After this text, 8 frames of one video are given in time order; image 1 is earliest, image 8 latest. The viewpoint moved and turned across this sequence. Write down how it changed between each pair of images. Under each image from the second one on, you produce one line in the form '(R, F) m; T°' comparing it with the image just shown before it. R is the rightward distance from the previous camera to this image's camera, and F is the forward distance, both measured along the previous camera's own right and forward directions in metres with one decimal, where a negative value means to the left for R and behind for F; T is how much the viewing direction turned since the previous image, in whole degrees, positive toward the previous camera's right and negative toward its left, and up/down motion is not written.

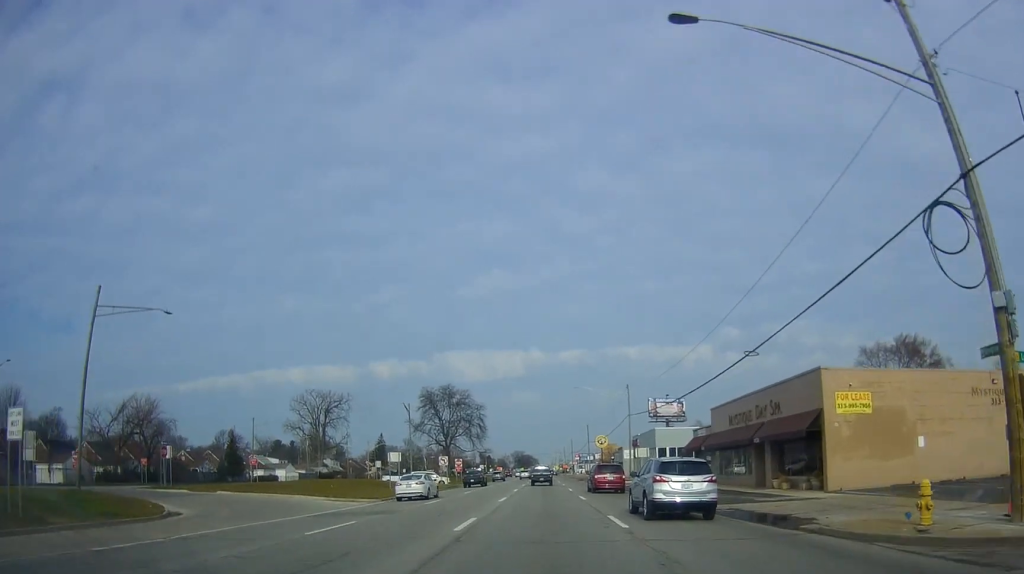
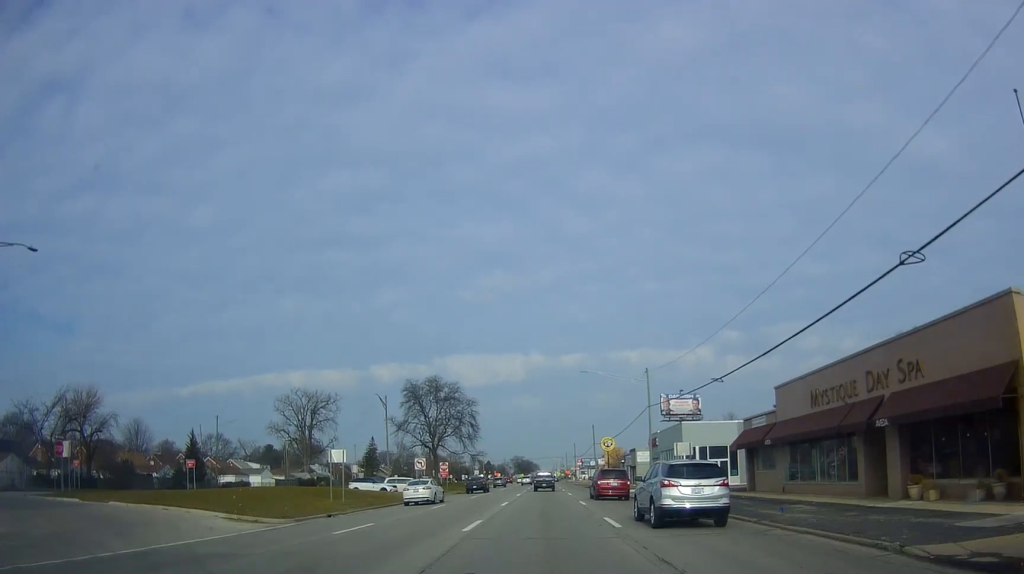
(-0.2, +13.1) m; -2°
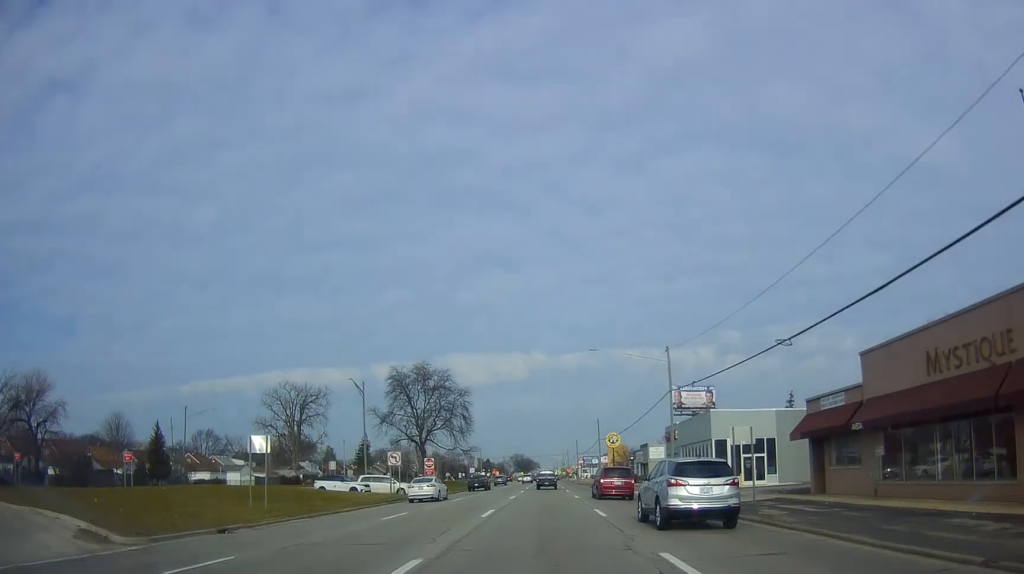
(-0.2, +9.6) m; 0°
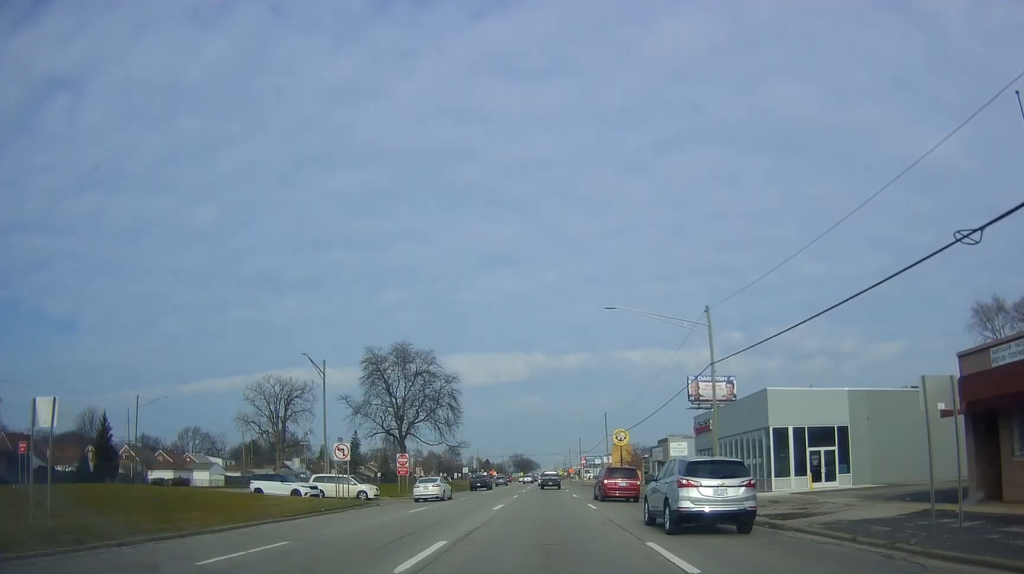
(-0.3, +12.0) m; +1°
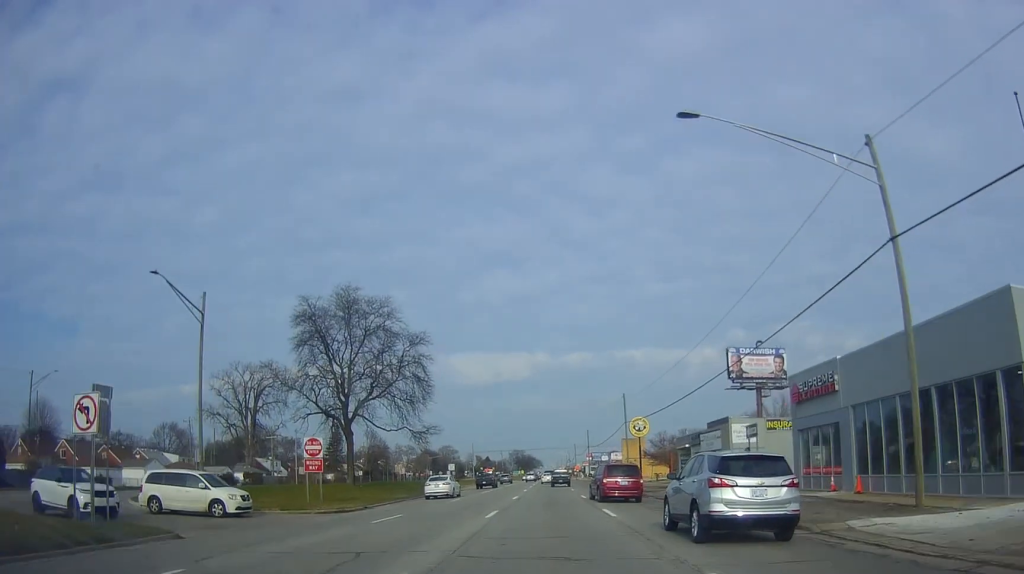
(+0.8, +20.6) m; +1°
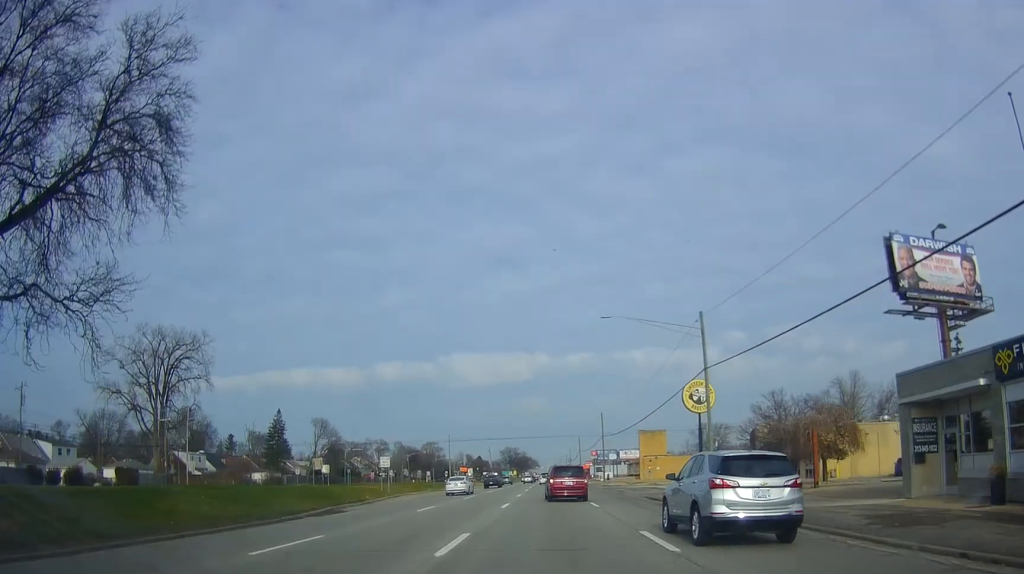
(-0.8, +42.0) m; -2°
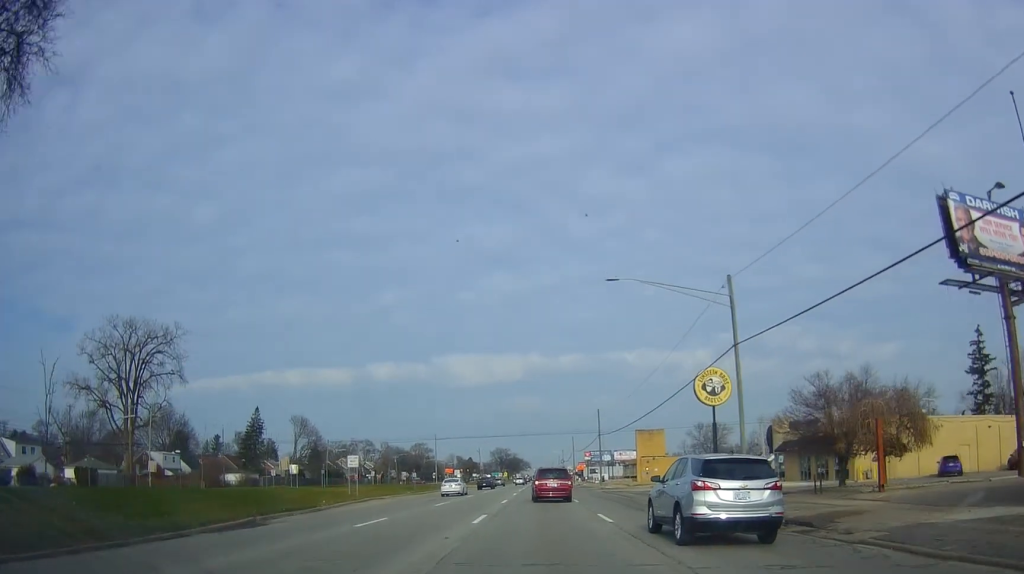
(-0.2, +8.0) m; 0°
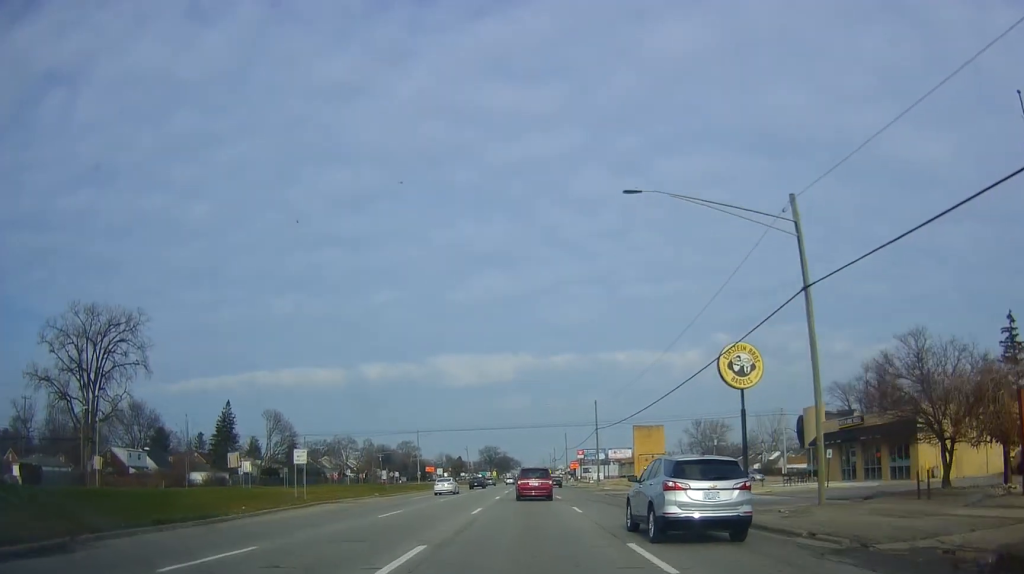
(+0.4, +10.1) m; +2°
